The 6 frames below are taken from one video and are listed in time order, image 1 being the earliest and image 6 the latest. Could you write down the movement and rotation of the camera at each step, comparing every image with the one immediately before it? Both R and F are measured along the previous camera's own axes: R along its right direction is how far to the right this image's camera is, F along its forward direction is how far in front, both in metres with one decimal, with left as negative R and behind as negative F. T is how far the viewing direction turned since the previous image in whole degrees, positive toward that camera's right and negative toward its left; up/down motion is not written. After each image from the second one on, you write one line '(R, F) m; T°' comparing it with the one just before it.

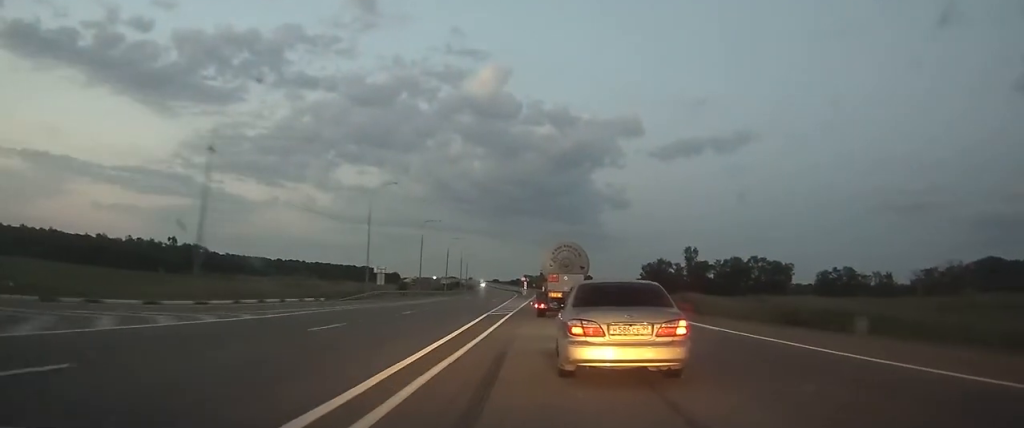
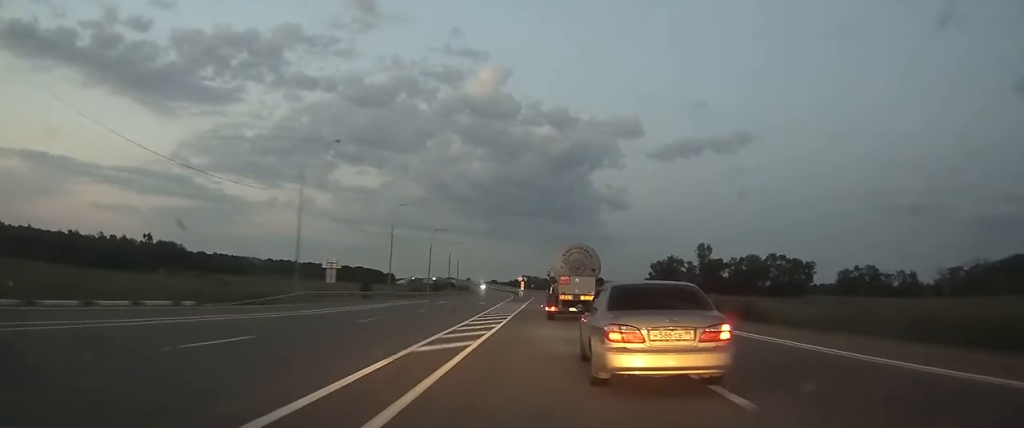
(0.0, +17.5) m; 0°
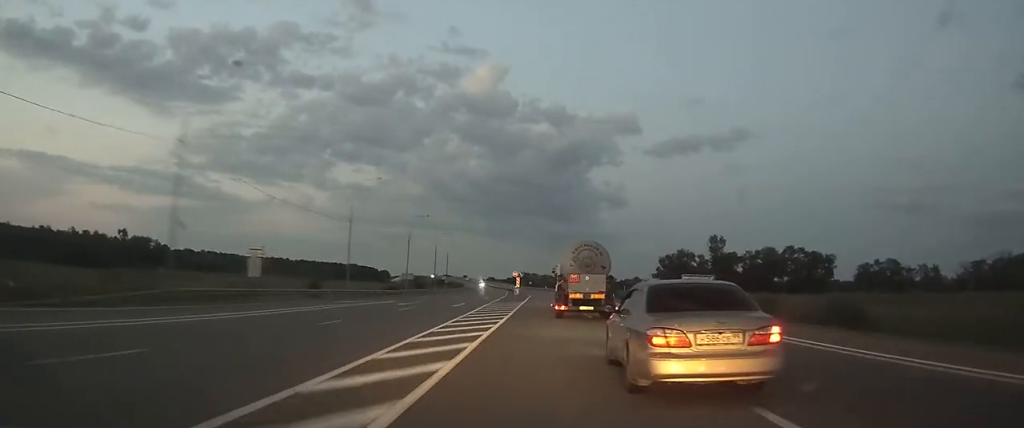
(0.0, +15.3) m; 0°
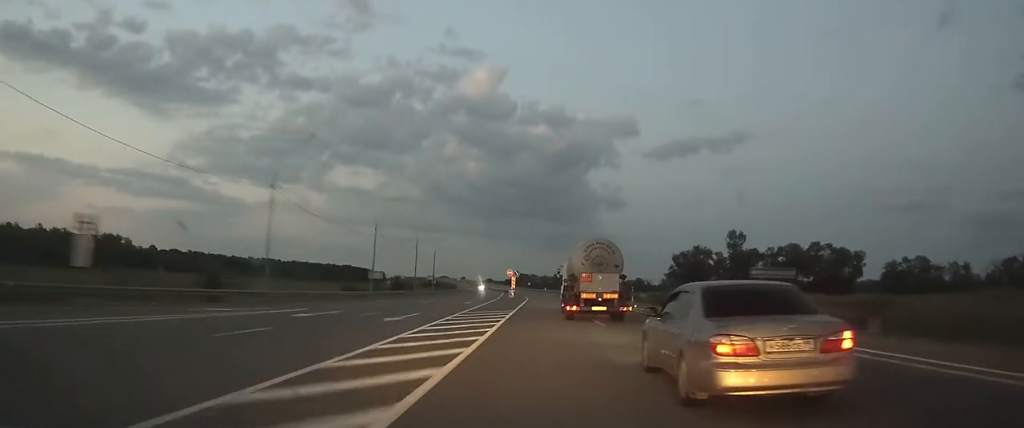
(+0.1, +17.2) m; 0°
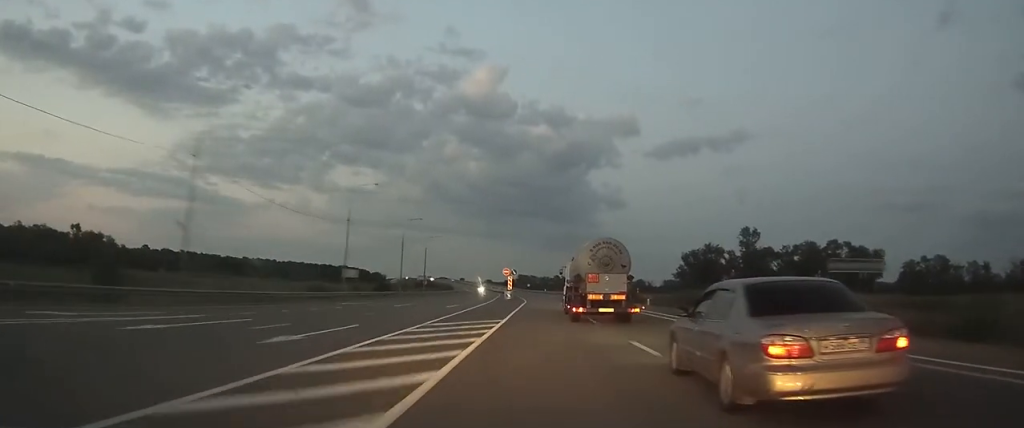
(0.0, +10.0) m; 0°
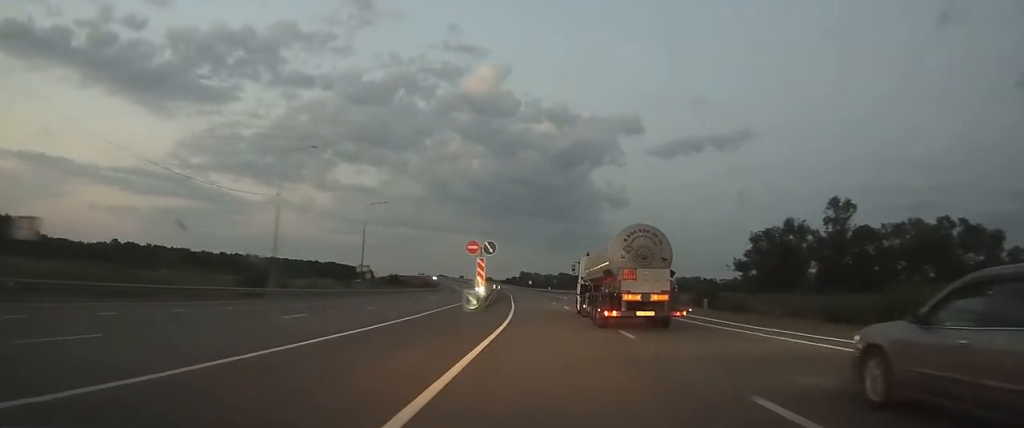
(-0.1, +43.6) m; 0°
